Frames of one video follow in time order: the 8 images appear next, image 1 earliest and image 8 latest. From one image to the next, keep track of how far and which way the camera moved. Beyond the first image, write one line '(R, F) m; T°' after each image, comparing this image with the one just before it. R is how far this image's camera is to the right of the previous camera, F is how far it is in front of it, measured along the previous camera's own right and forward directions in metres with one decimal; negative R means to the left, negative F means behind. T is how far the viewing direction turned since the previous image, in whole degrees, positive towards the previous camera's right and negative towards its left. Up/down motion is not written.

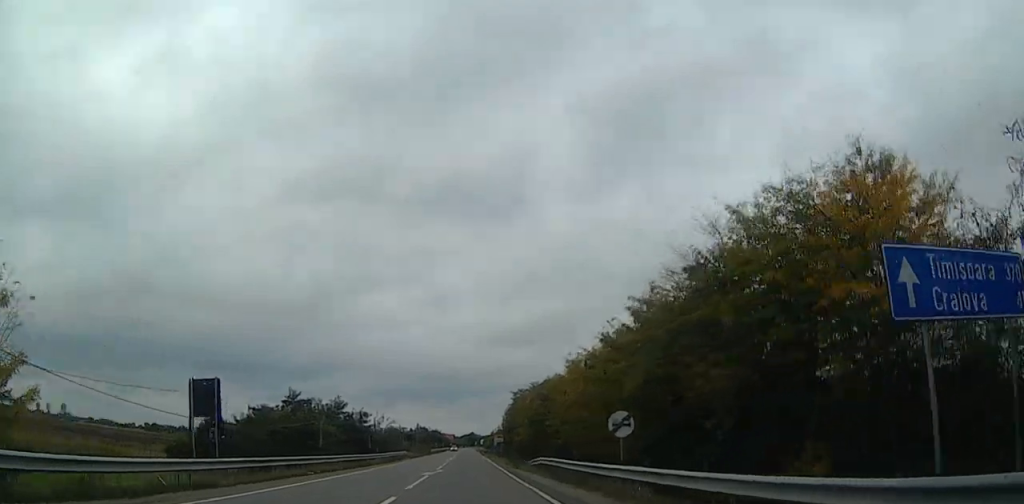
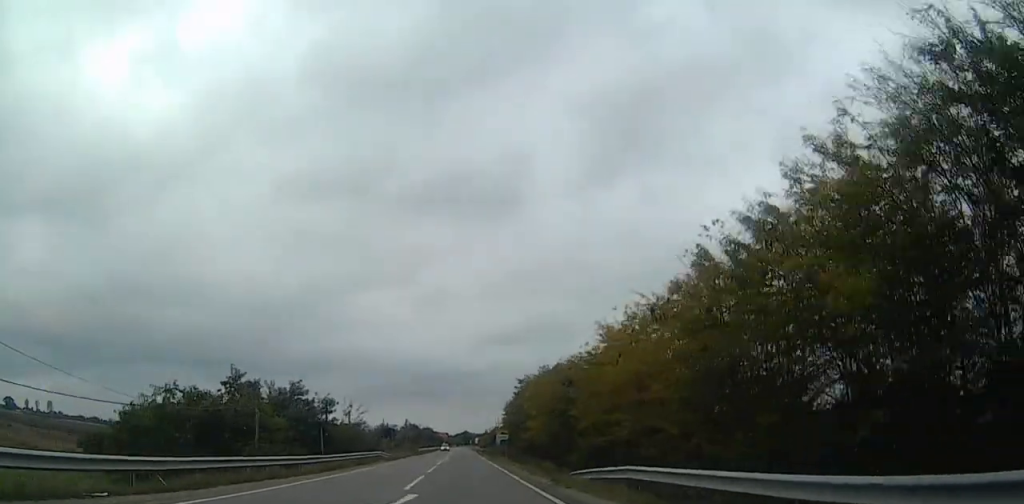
(0.0, +18.5) m; 0°
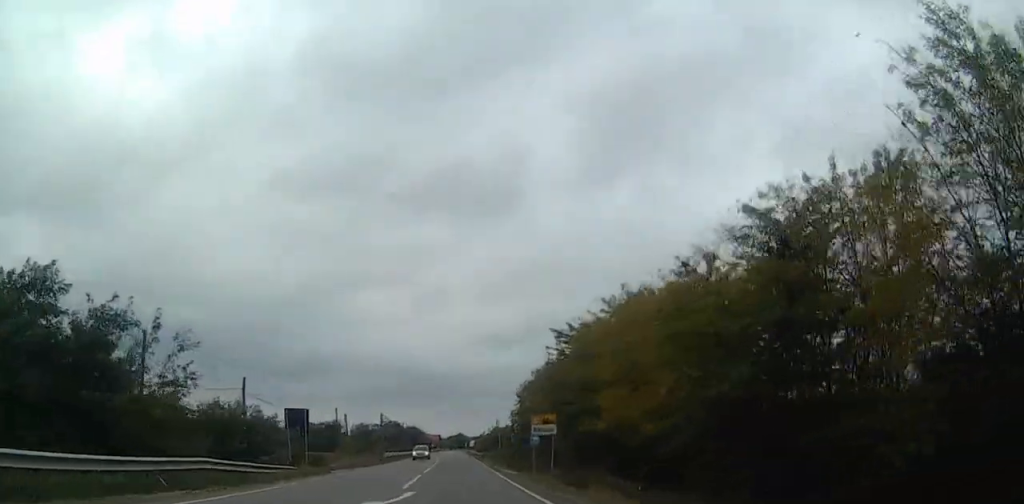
(0.0, +39.3) m; 0°
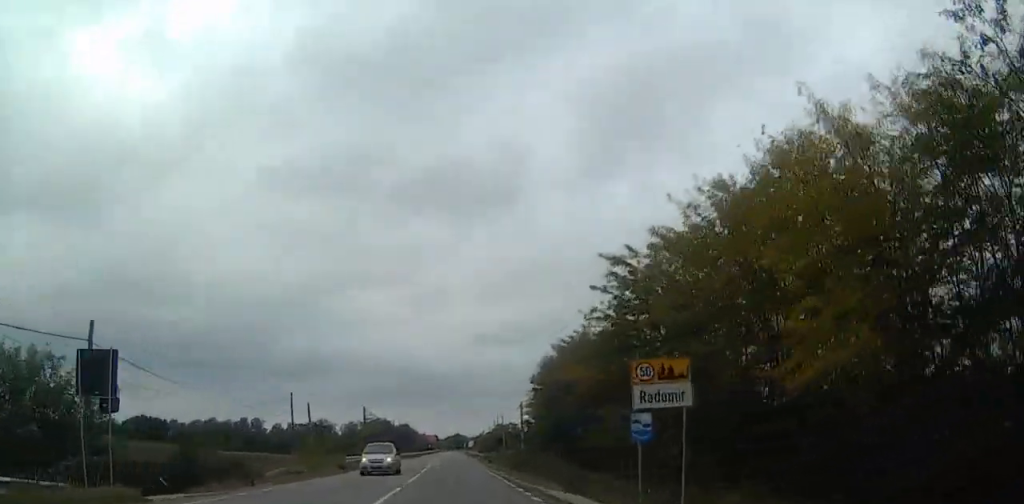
(0.0, +19.5) m; 0°
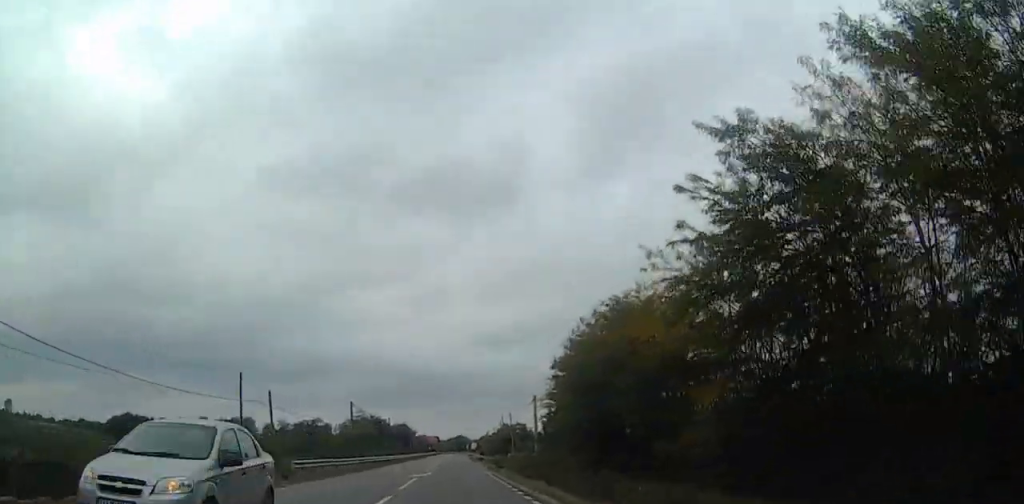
(0.0, +13.9) m; 0°
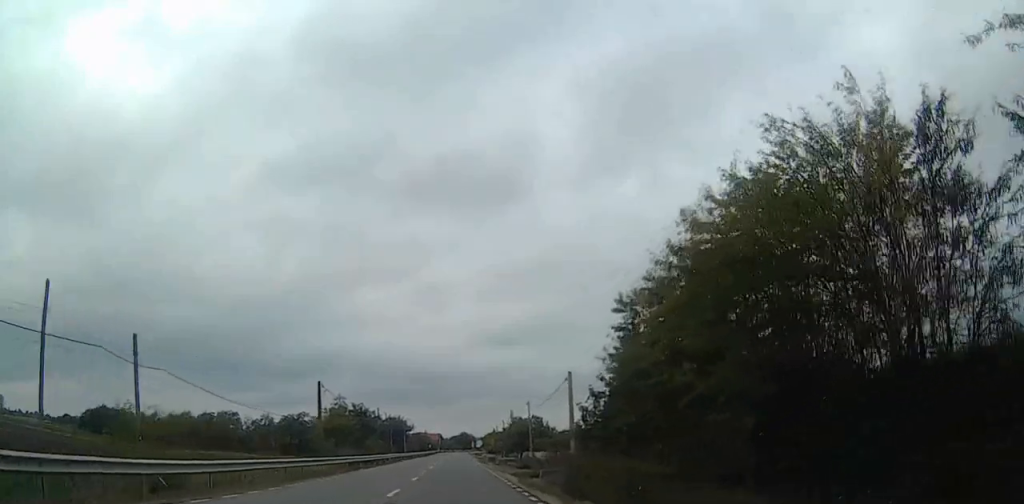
(0.0, +22.3) m; 0°
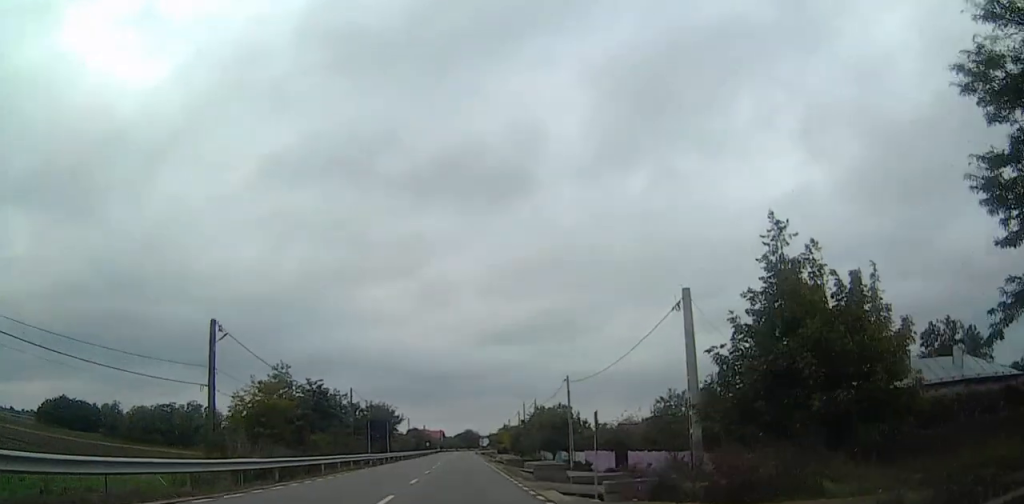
(-0.1, +29.5) m; 0°
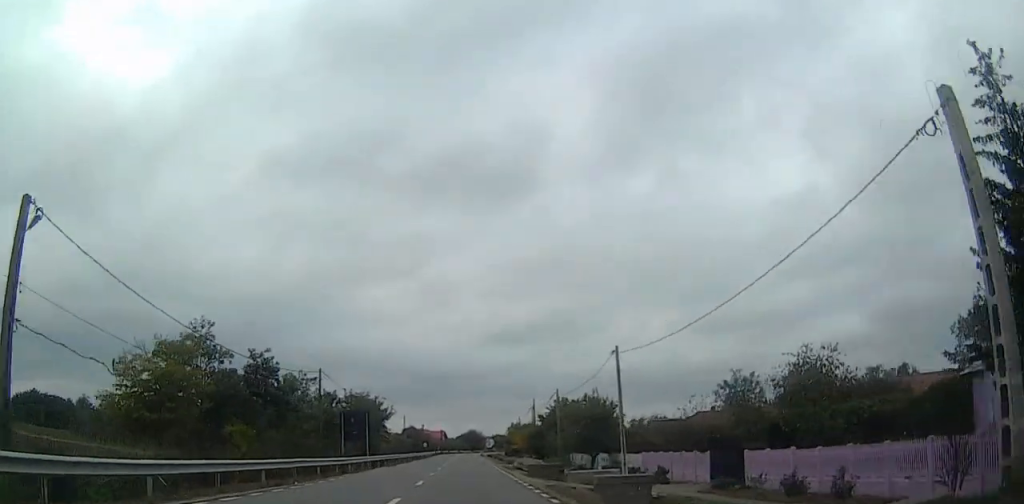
(0.0, +18.3) m; 0°
